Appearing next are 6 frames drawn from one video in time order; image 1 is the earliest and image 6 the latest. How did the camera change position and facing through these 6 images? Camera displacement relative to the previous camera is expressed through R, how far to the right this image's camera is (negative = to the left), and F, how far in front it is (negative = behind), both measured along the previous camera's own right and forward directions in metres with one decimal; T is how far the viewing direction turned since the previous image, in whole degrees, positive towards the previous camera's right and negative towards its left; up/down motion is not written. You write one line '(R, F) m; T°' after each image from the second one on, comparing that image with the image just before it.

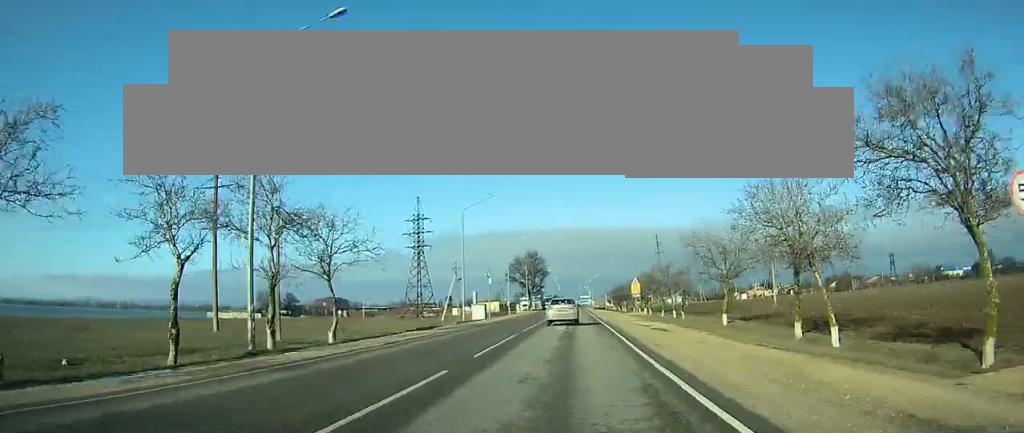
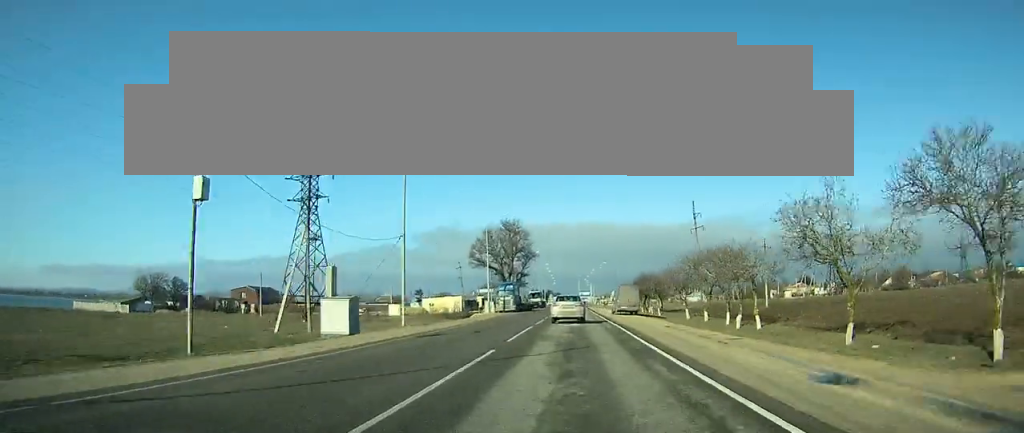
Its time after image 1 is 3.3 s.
(-0.5, +55.7) m; -1°
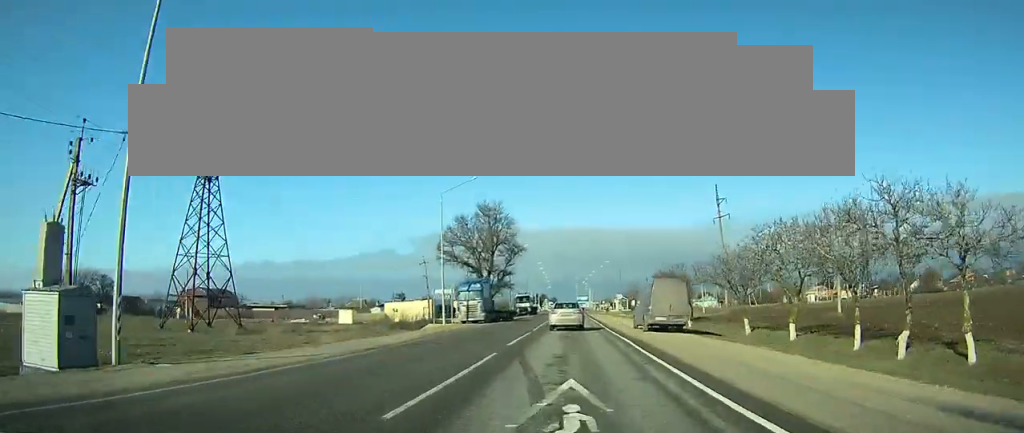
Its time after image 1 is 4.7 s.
(0.0, +22.8) m; 0°
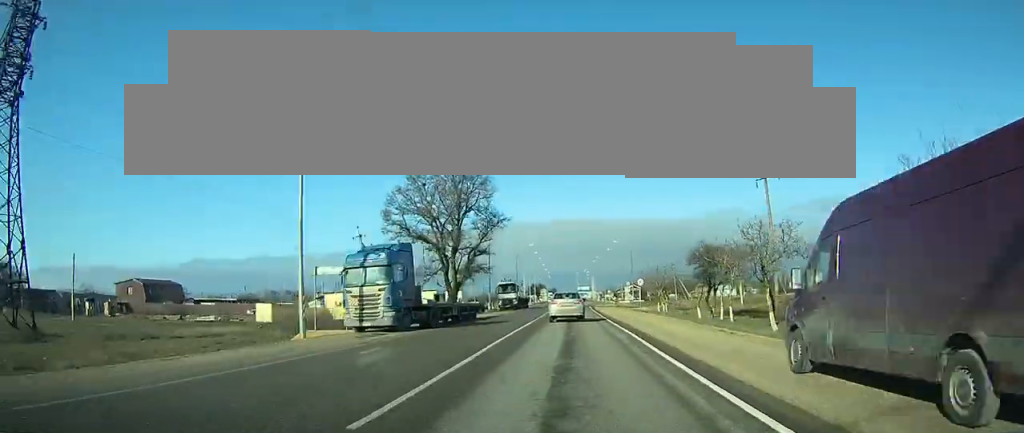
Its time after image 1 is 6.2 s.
(-0.2, +23.9) m; 0°
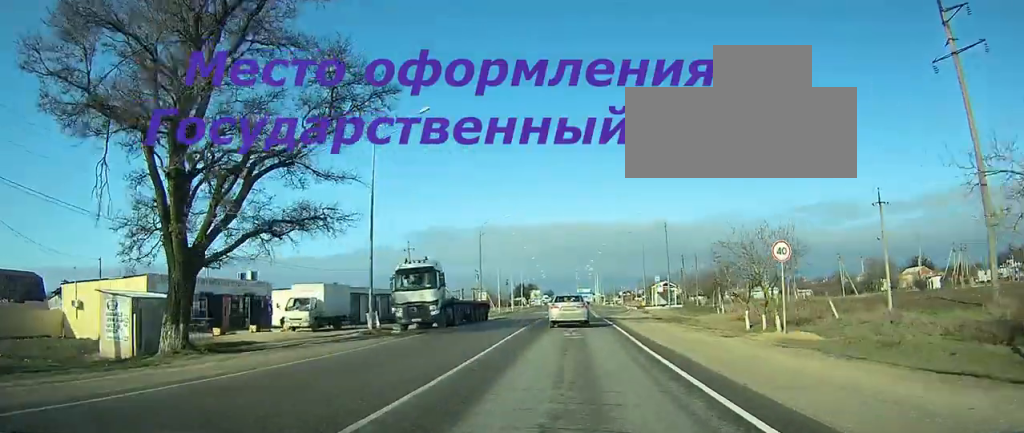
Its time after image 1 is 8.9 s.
(+0.4, +40.3) m; +1°
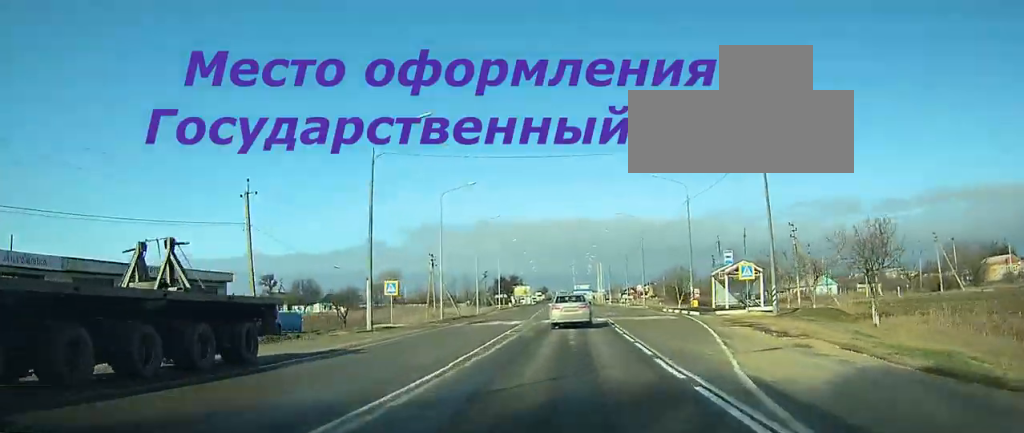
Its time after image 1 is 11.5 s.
(+0.1, +35.0) m; 0°
